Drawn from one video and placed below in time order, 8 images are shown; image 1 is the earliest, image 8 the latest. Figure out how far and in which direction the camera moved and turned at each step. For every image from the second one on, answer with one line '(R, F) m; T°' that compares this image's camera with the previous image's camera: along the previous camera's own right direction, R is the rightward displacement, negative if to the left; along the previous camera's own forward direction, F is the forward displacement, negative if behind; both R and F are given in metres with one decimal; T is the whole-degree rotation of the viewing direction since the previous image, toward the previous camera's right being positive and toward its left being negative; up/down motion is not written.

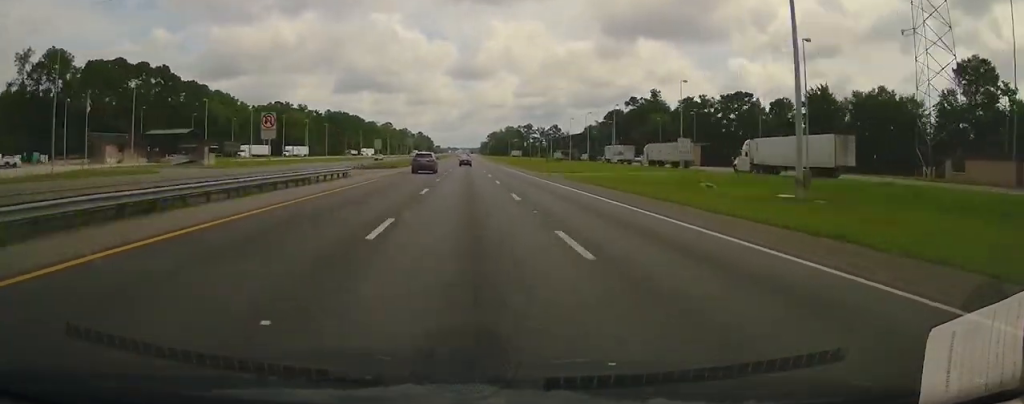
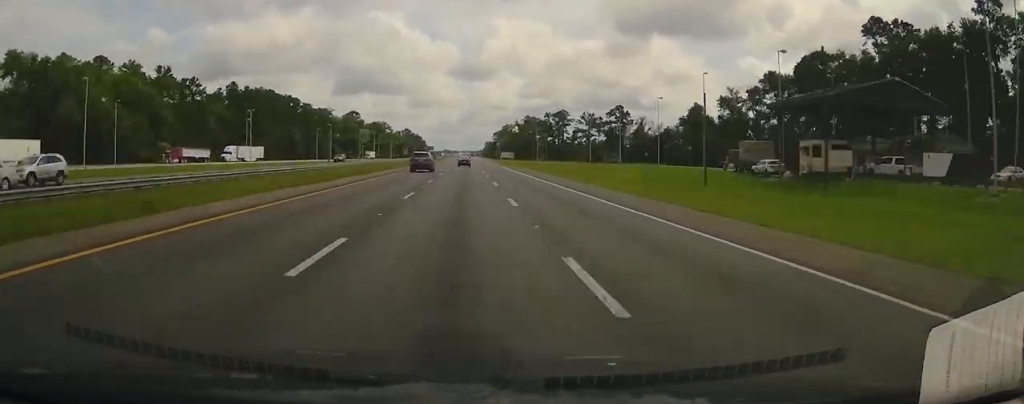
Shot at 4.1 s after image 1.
(-0.3, +138.6) m; 0°
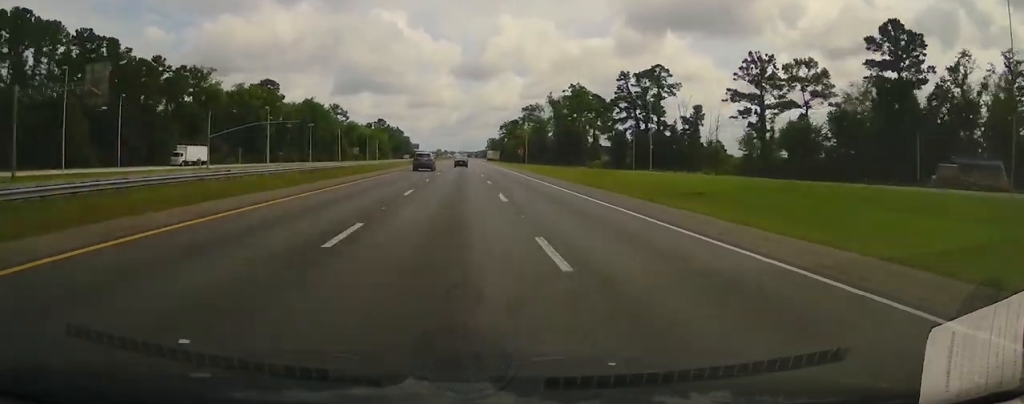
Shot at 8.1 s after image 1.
(-0.8, +133.7) m; 0°
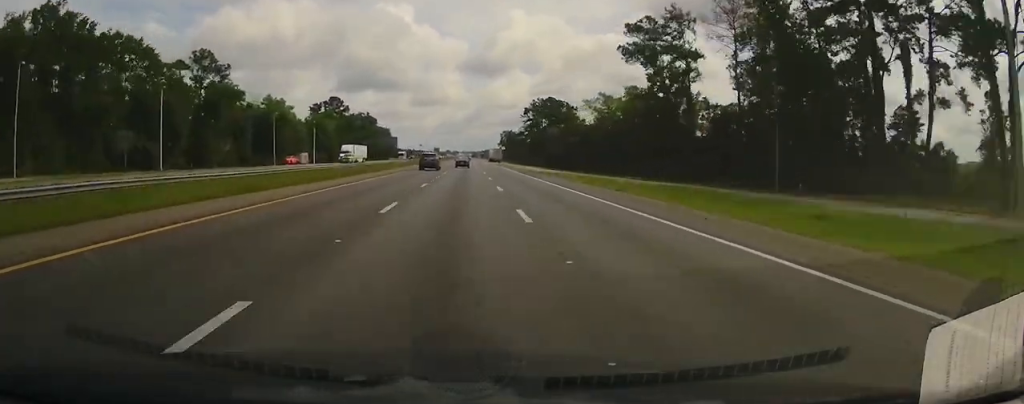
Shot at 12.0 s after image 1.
(0.0, +129.1) m; 0°
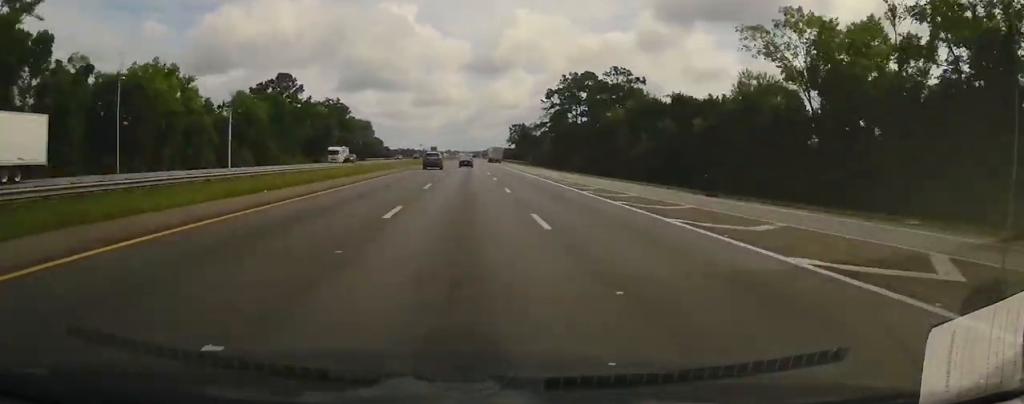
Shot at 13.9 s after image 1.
(-0.2, +62.4) m; 0°
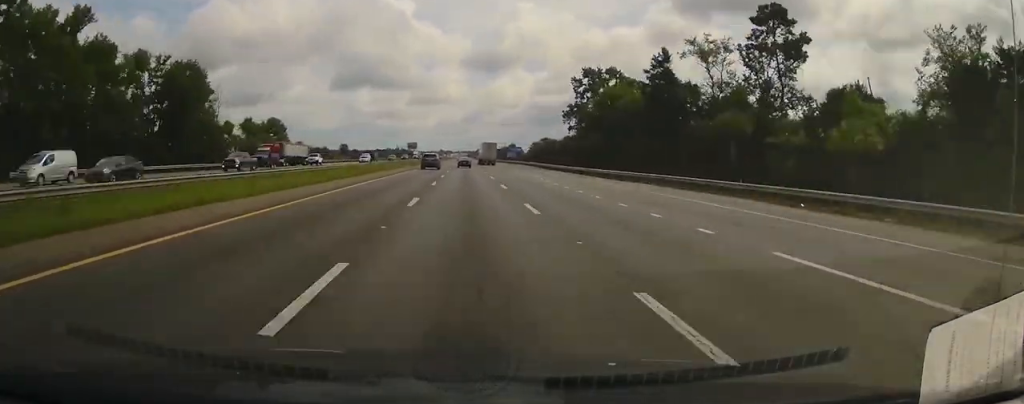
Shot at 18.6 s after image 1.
(+1.2, +155.4) m; +1°
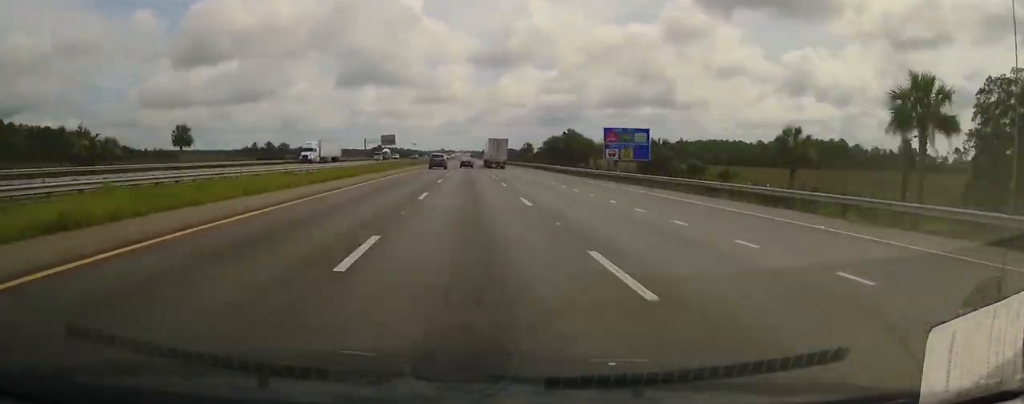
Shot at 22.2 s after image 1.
(-0.1, +119.6) m; 0°
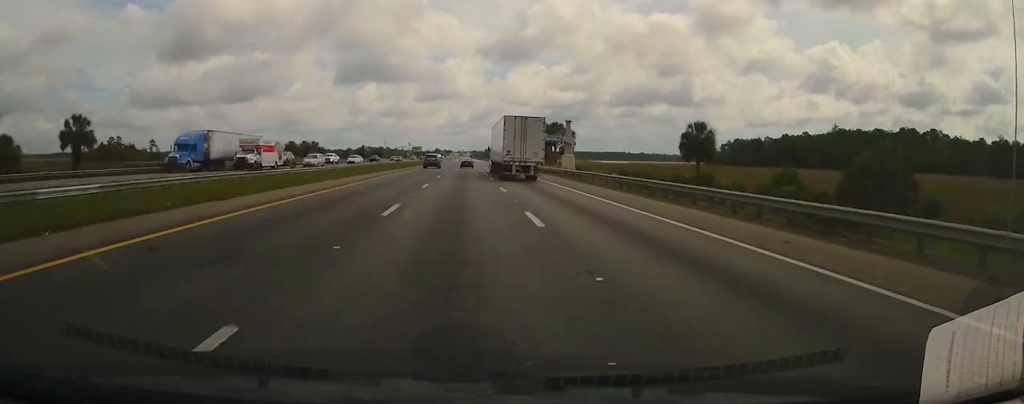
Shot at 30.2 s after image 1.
(-0.5, +263.5) m; 0°
